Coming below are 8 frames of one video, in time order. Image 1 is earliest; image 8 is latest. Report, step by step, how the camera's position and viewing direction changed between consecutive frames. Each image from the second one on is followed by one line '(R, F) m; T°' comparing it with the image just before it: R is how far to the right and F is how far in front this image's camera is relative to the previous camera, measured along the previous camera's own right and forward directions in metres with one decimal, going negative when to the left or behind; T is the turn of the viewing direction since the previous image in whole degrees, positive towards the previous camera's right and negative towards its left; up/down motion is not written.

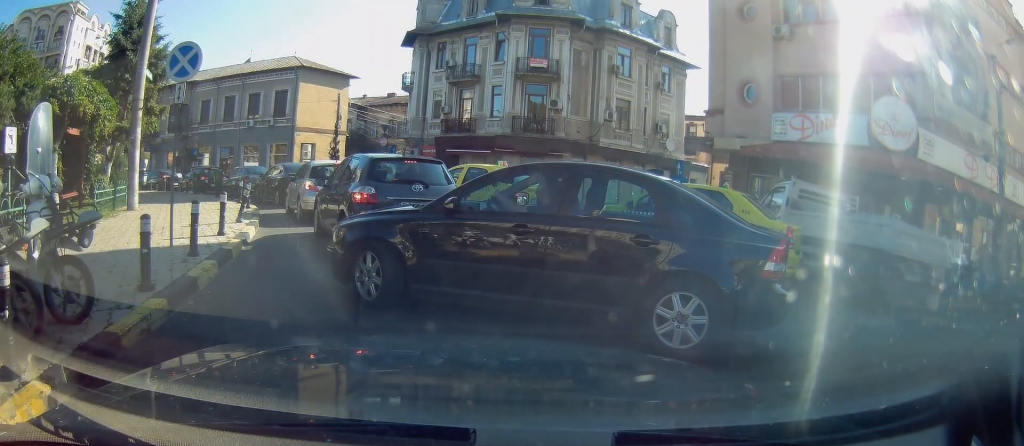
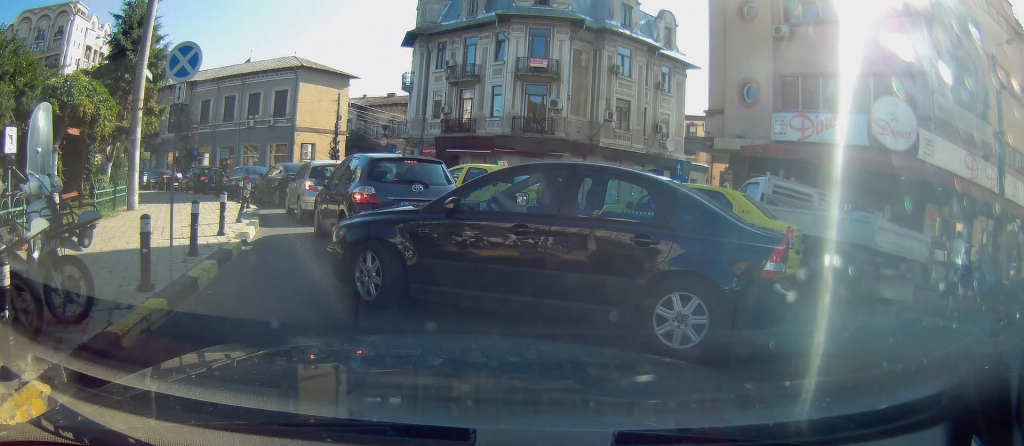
(0.0, 0.0) m; 0°
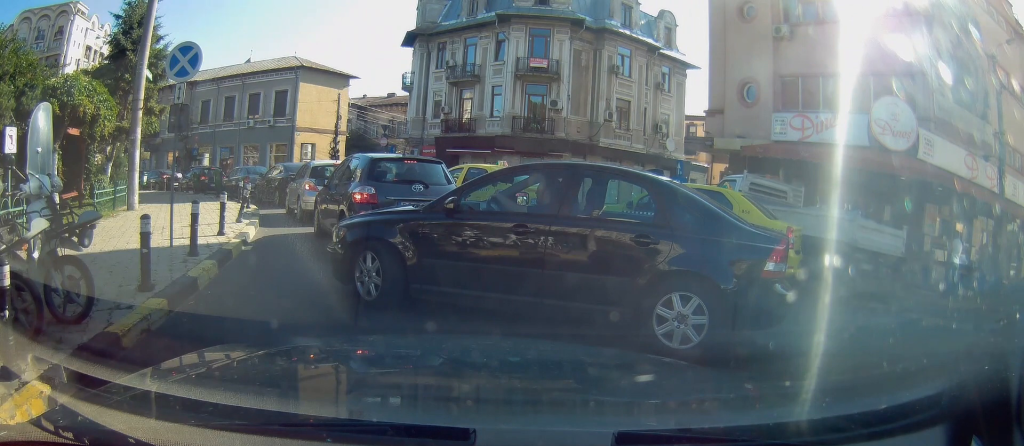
(0.0, 0.0) m; 0°
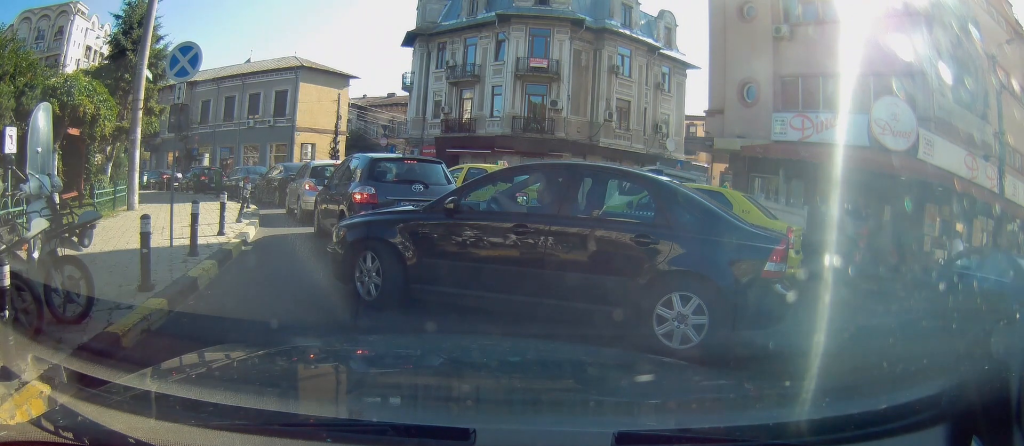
(0.0, 0.0) m; 0°
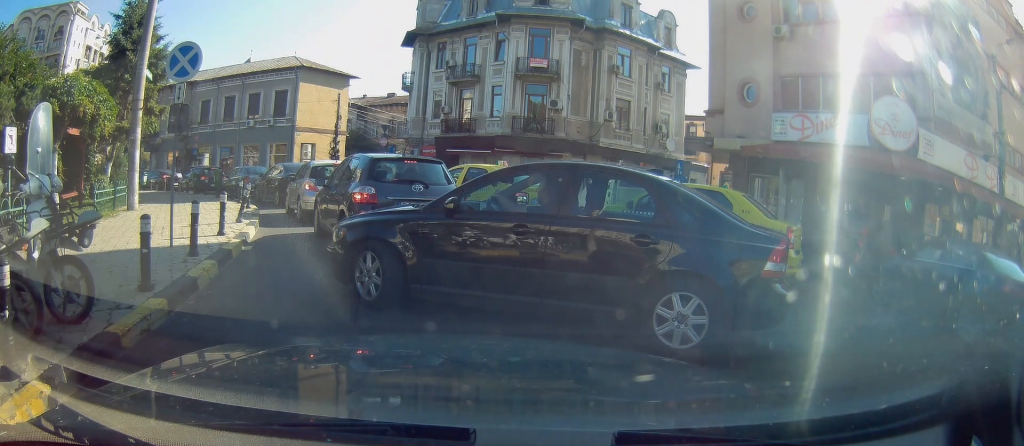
(0.0, 0.0) m; 0°
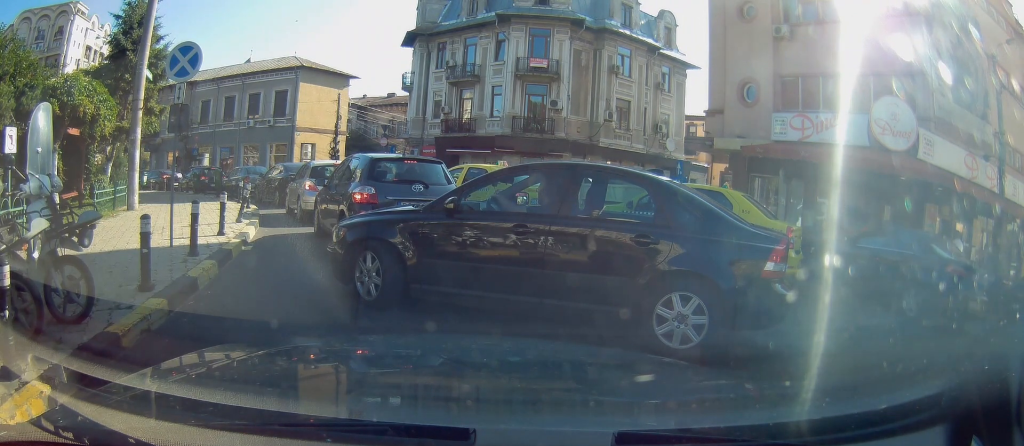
(0.0, 0.0) m; 0°
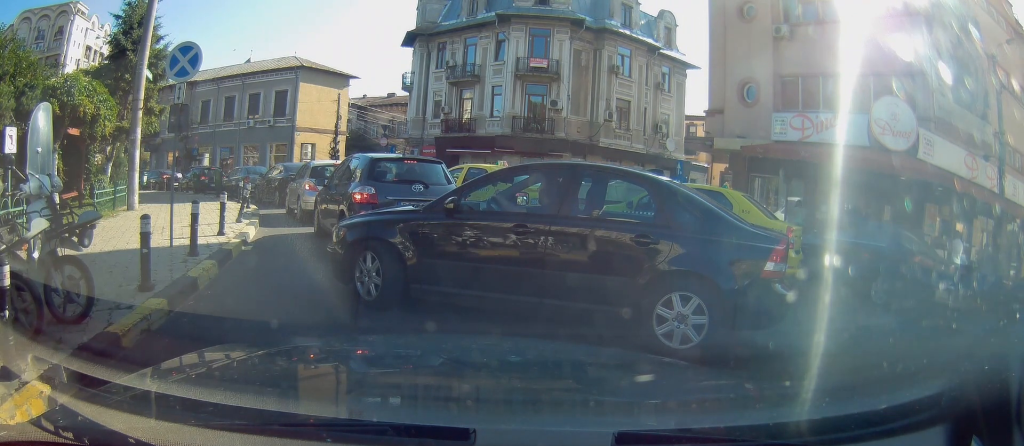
(0.0, 0.0) m; 0°
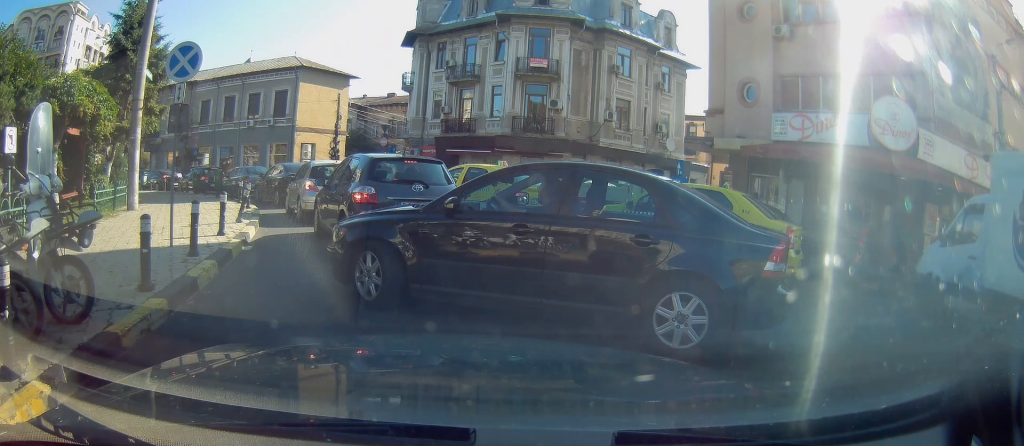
(0.0, 0.0) m; 0°
